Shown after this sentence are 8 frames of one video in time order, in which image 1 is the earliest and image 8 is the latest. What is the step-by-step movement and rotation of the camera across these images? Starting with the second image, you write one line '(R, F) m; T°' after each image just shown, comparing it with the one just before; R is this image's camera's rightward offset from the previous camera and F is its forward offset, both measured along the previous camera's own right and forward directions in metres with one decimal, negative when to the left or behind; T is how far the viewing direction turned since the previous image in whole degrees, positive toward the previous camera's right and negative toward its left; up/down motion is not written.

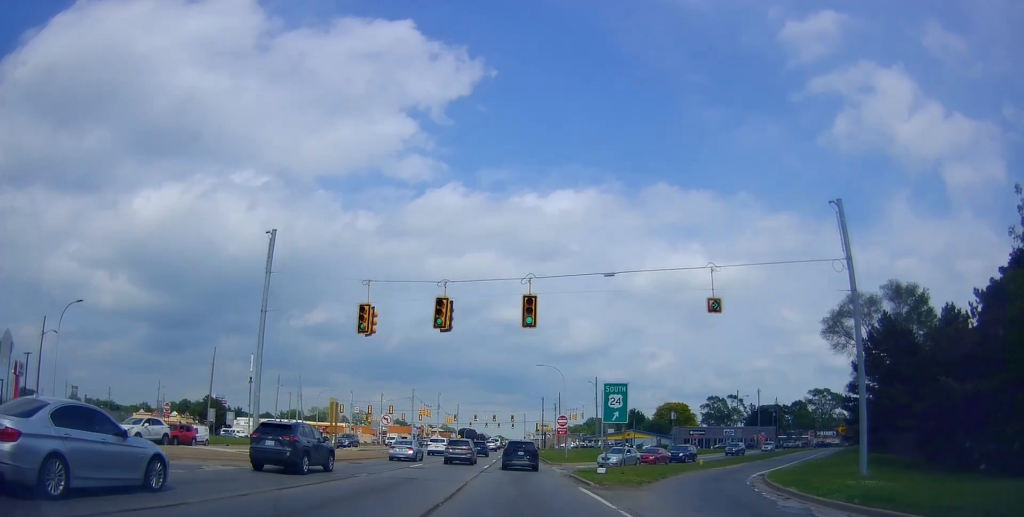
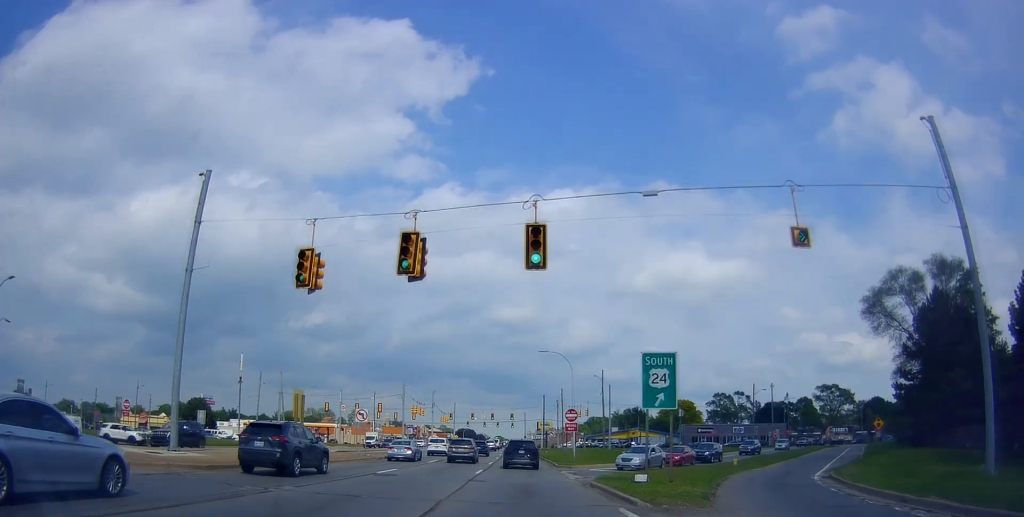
(+0.1, +8.1) m; 0°
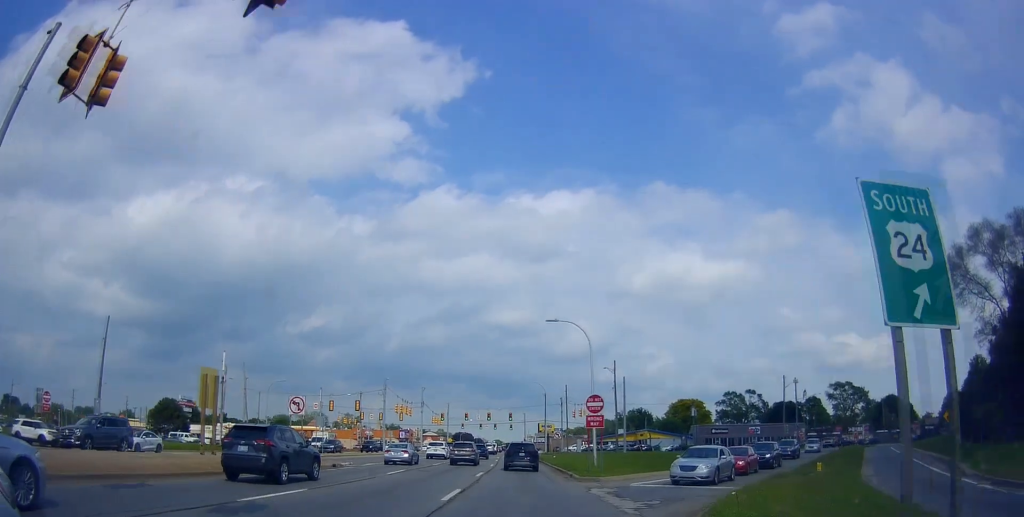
(0.0, +12.8) m; -1°
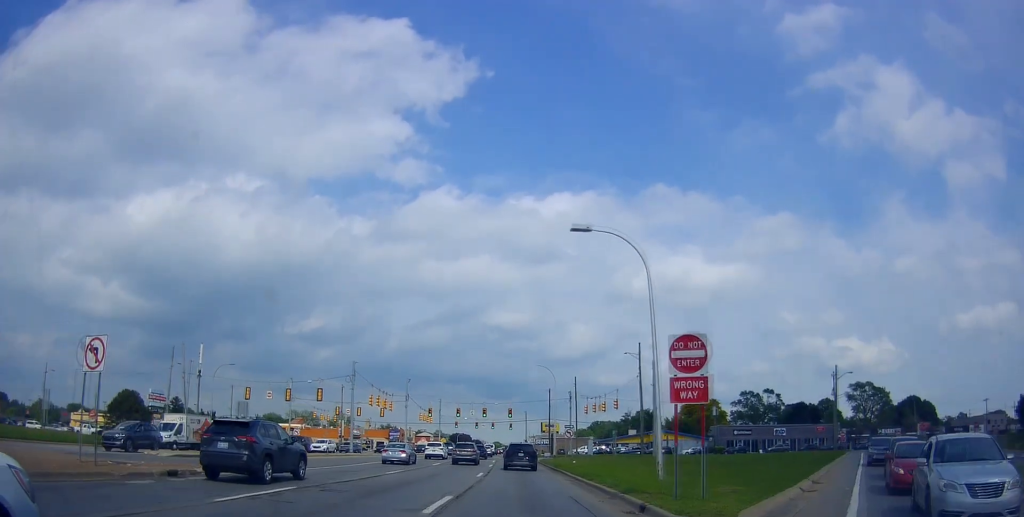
(-0.5, +16.0) m; -1°
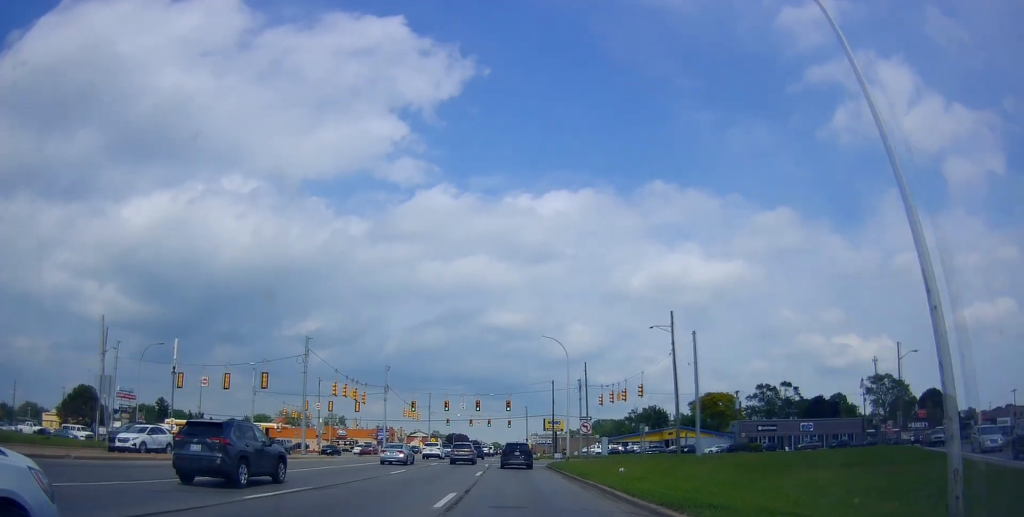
(+0.4, +14.6) m; +2°
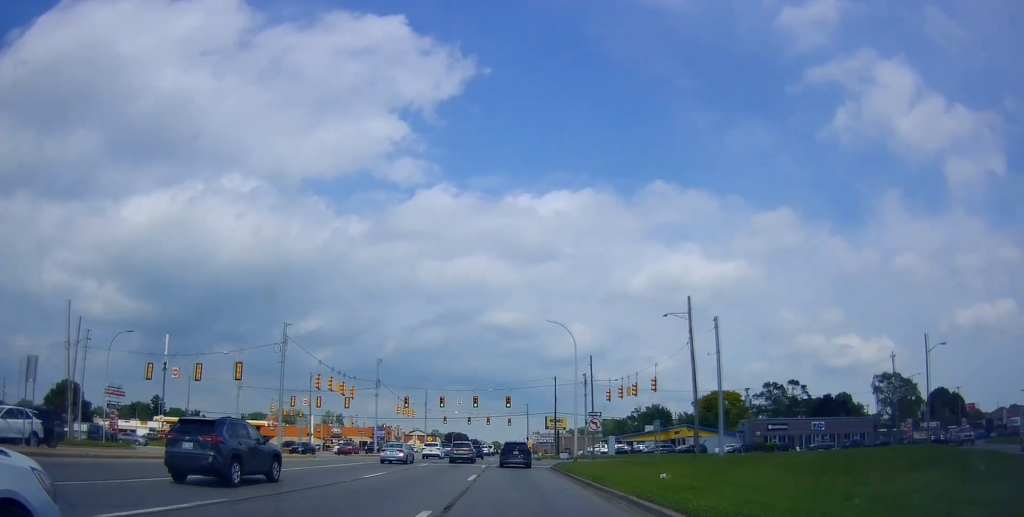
(0.0, +5.2) m; -1°
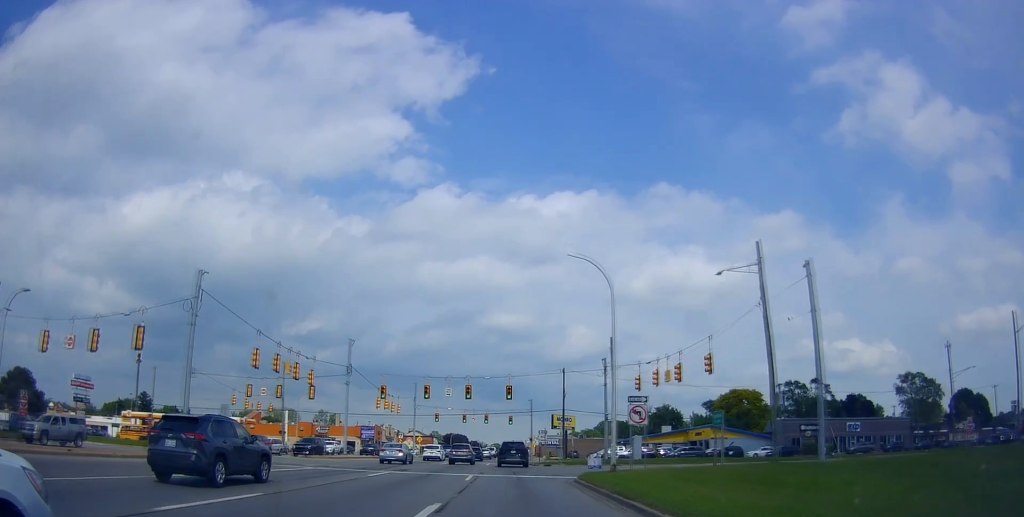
(-0.2, +14.1) m; -1°
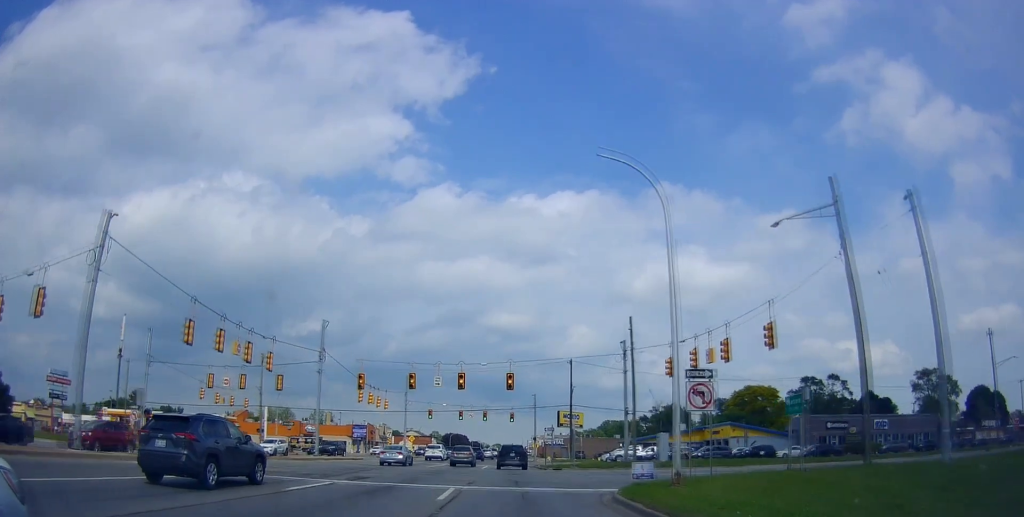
(-0.2, +9.4) m; 0°
